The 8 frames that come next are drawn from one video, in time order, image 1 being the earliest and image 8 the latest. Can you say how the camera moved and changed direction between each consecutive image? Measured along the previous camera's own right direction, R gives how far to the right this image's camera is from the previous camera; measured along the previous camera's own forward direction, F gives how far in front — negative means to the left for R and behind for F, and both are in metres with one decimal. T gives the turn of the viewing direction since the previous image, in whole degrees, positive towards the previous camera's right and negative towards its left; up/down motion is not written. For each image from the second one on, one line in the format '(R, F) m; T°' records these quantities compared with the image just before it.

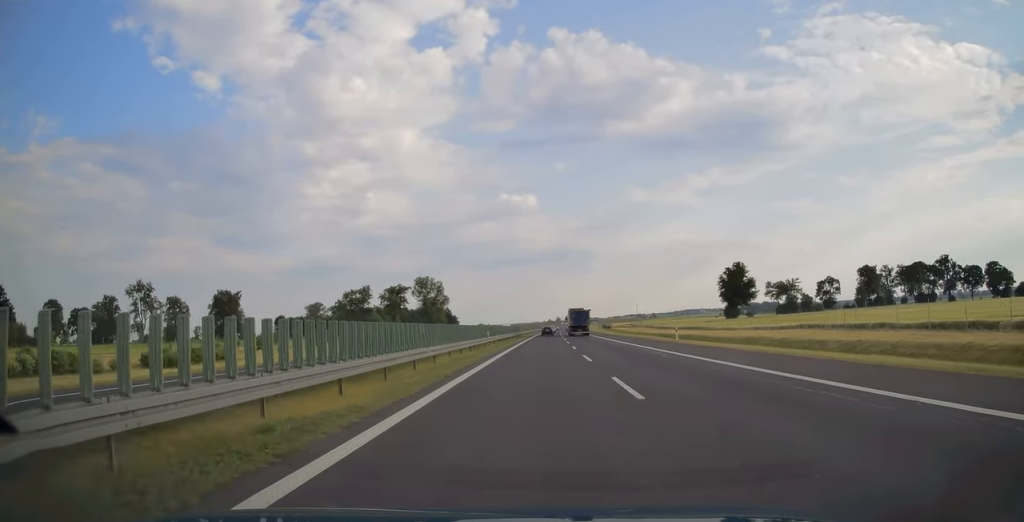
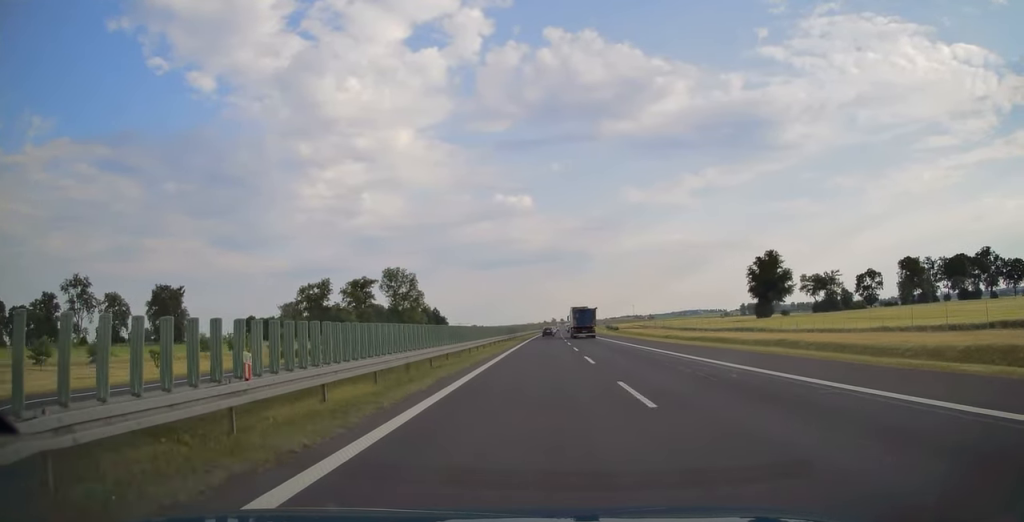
(+0.1, +37.1) m; +1°
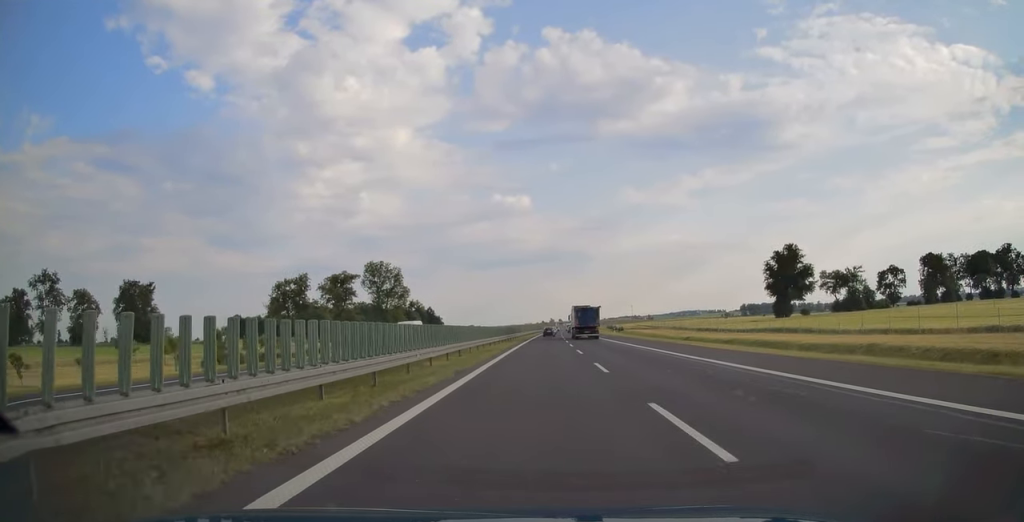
(+0.1, +16.3) m; 0°
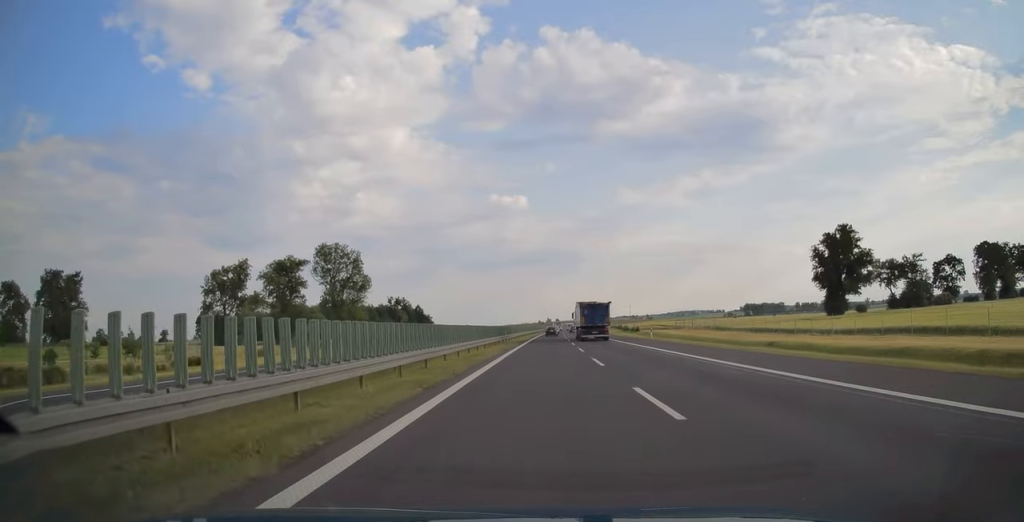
(+0.1, +33.7) m; 0°
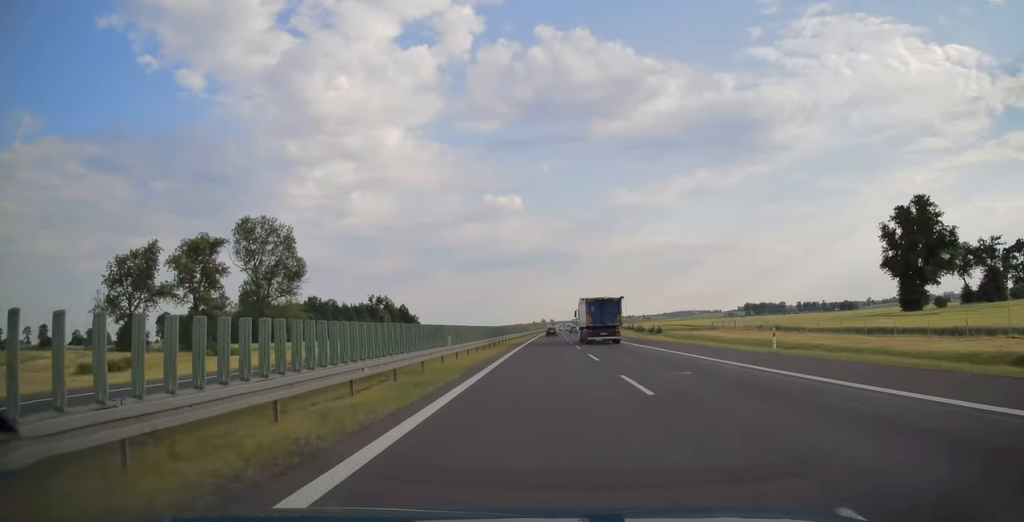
(0.0, +33.0) m; 0°
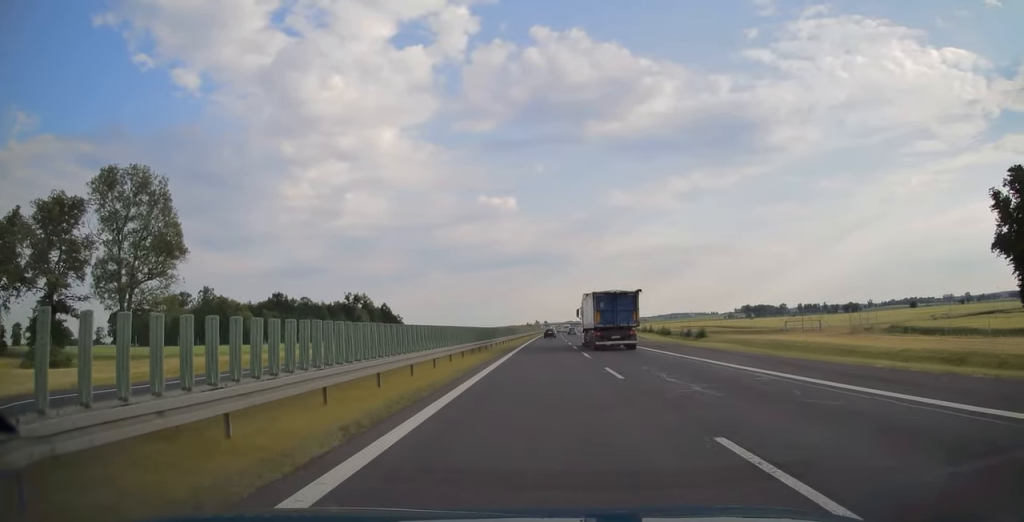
(+0.1, +33.5) m; +1°
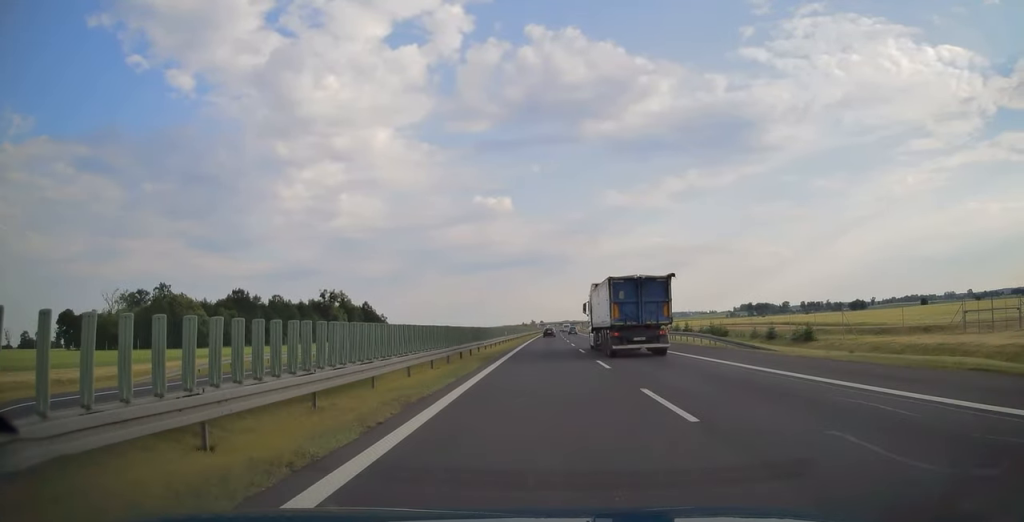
(+0.2, +32.3) m; 0°
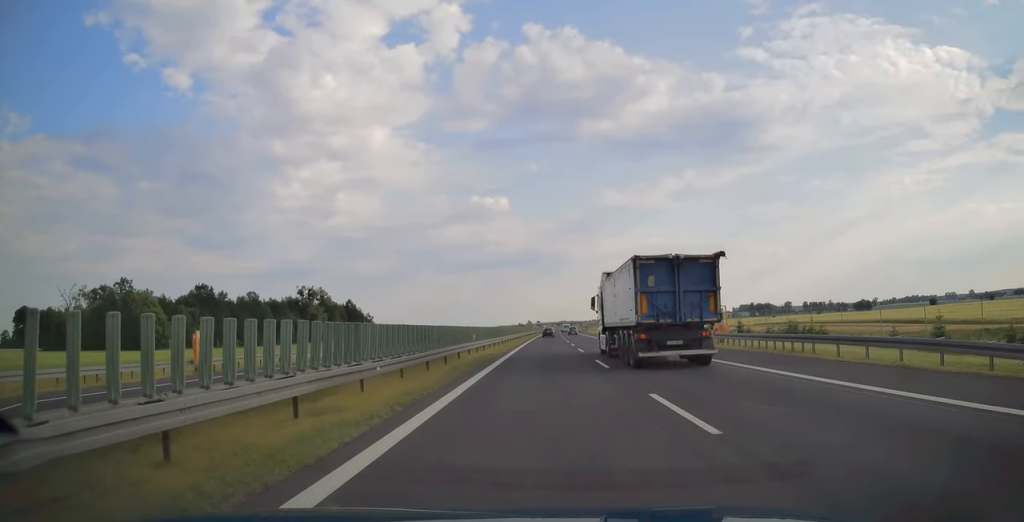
(+0.1, +24.6) m; 0°
